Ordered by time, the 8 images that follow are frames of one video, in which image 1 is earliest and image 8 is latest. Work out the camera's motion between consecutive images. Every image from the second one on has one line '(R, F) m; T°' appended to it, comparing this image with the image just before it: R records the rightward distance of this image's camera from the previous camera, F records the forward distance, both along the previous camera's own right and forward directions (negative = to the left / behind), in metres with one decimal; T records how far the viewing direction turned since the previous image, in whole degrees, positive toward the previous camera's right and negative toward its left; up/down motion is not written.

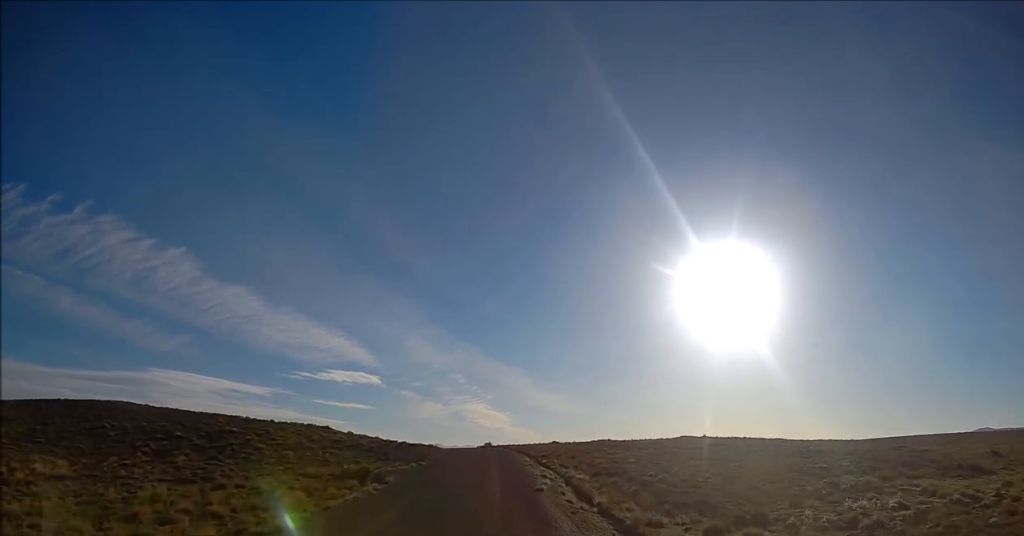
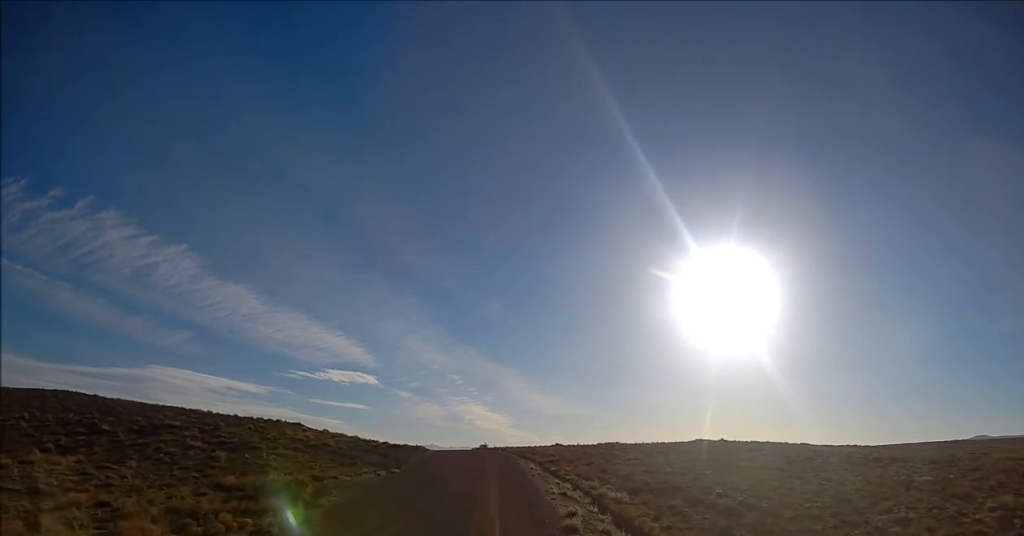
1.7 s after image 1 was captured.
(+0.1, +13.2) m; +1°
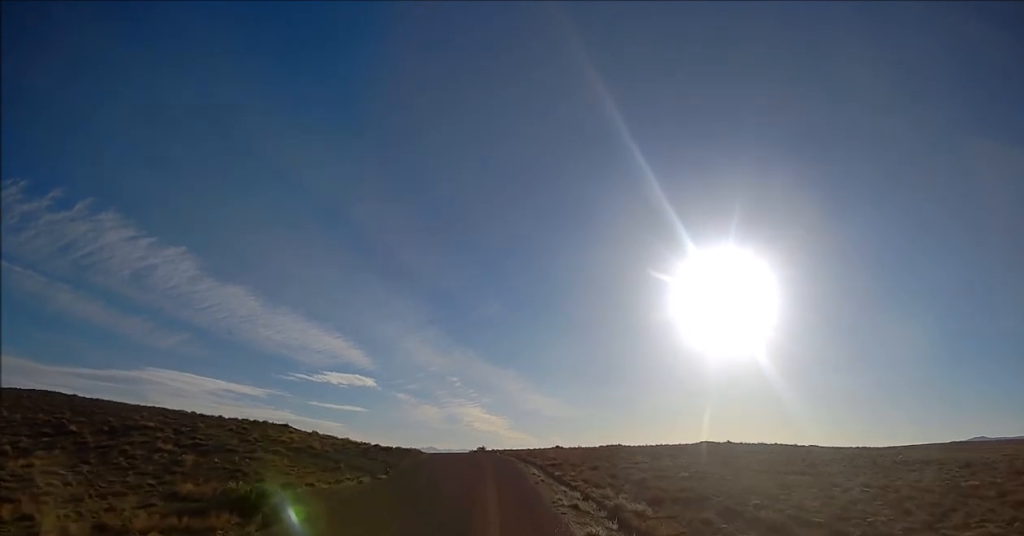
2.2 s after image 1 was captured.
(0.0, +4.2) m; 0°
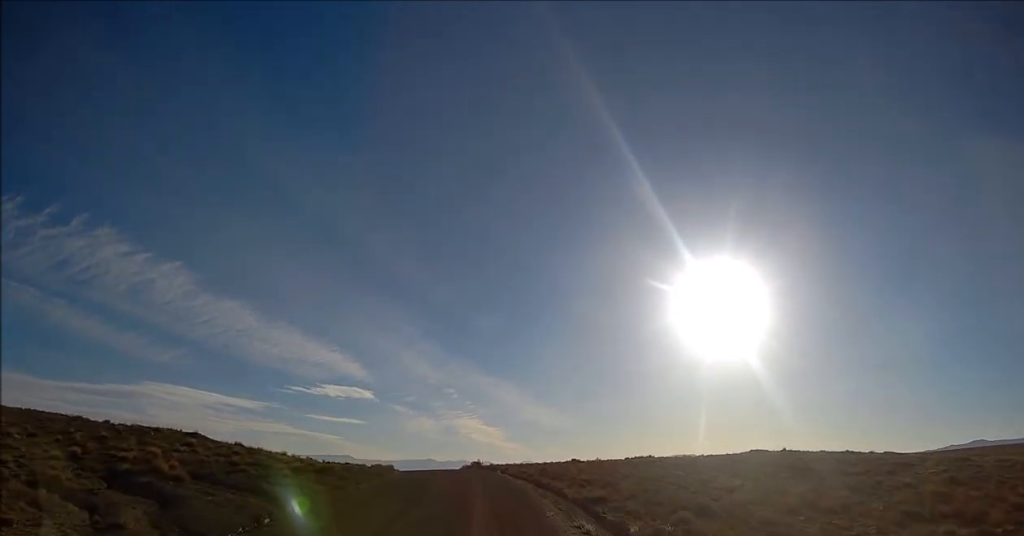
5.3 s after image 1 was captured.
(+0.1, +23.8) m; 0°
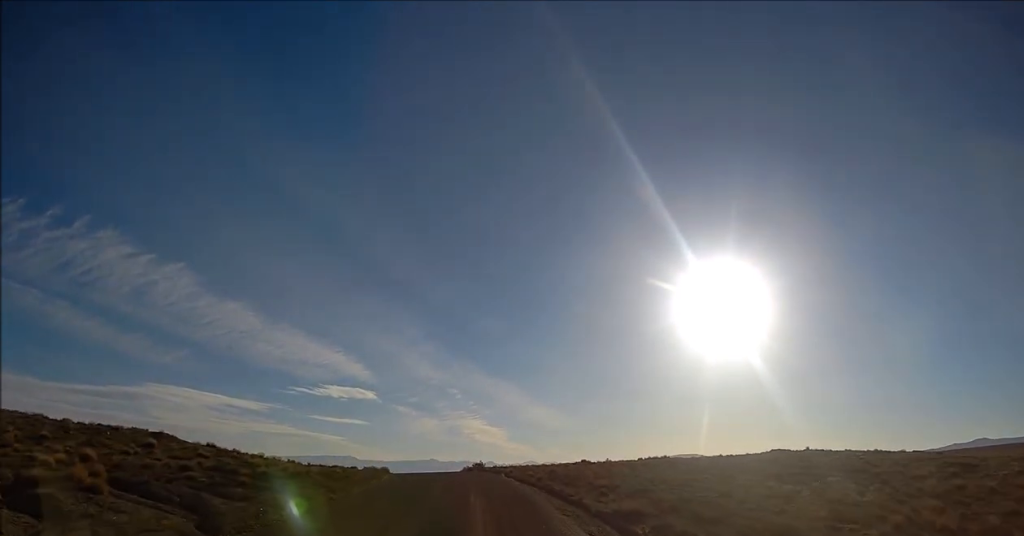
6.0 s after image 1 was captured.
(0.0, +6.8) m; -1°
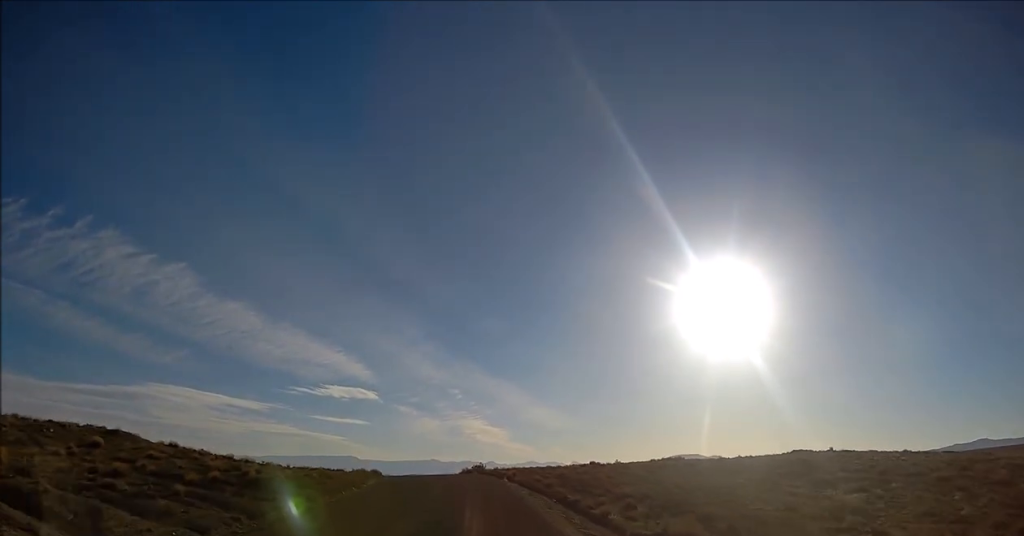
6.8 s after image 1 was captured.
(-0.1, +6.4) m; -1°
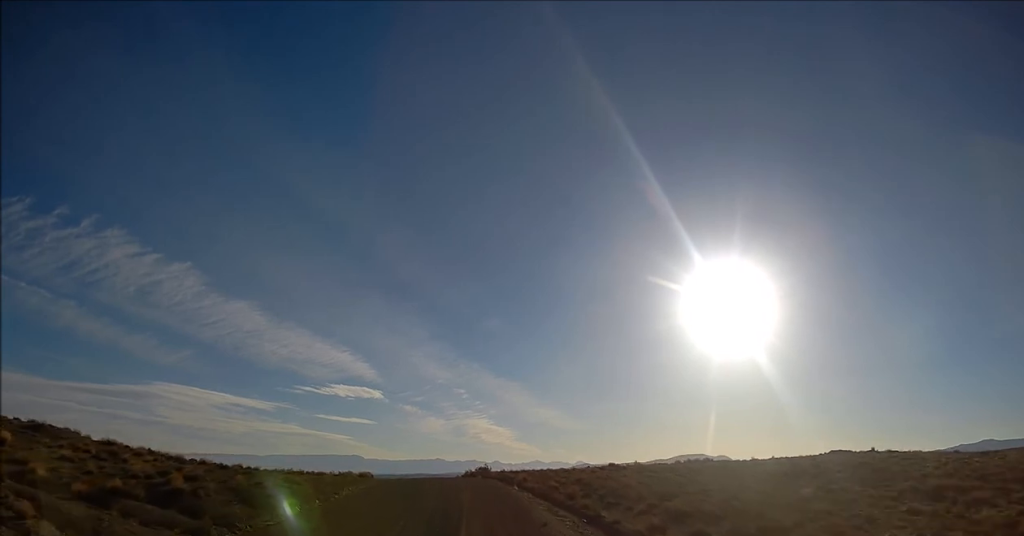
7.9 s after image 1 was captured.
(-0.1, +8.2) m; -1°
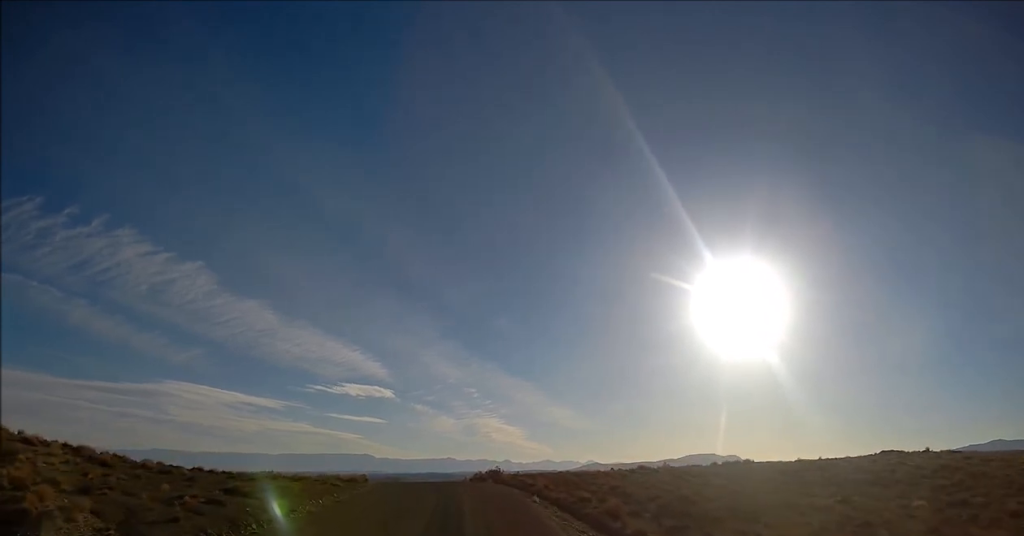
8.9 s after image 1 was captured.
(0.0, +8.1) m; -1°
